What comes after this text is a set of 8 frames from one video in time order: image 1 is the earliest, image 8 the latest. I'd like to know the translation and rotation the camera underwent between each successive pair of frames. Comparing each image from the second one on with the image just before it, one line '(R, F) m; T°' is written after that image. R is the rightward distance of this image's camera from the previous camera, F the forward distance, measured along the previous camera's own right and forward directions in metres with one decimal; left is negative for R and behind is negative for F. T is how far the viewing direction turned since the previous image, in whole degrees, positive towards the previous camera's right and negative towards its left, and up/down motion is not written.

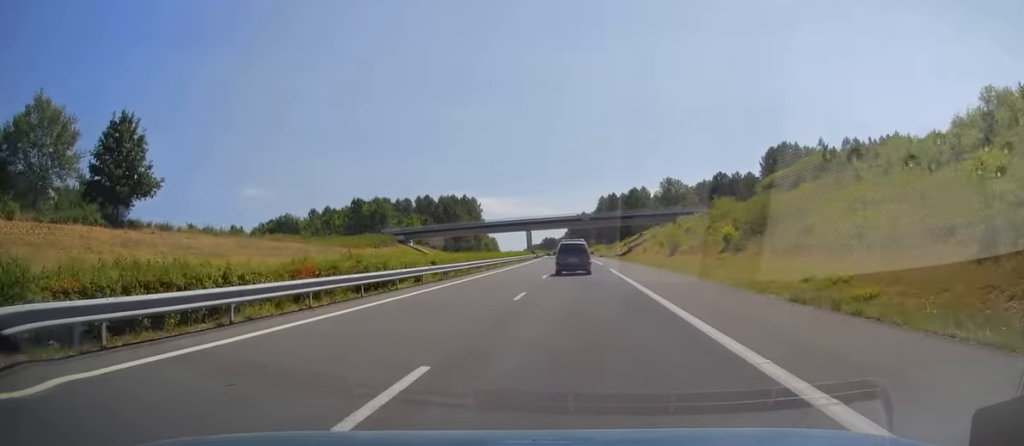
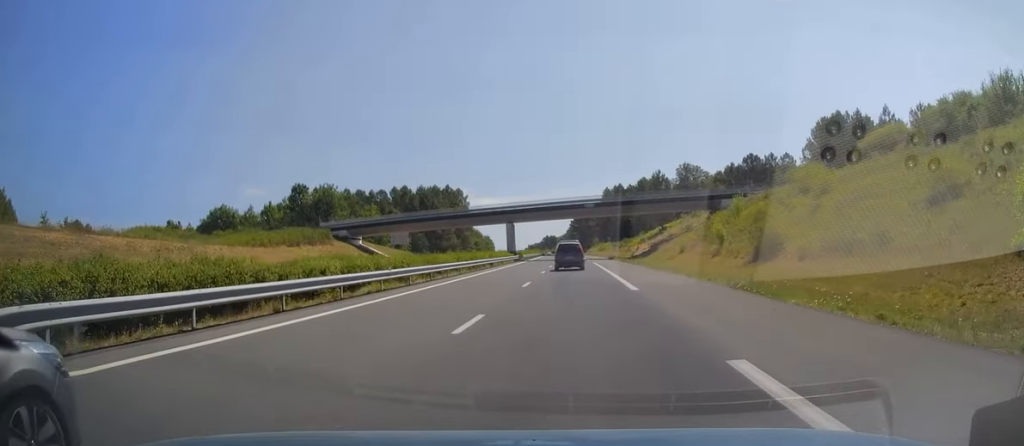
(-0.3, +33.0) m; 0°
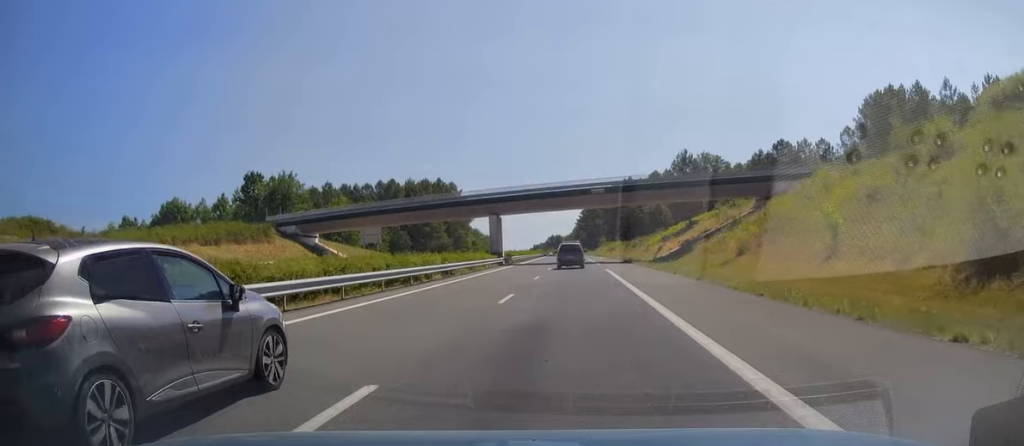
(-0.1, +20.0) m; 0°
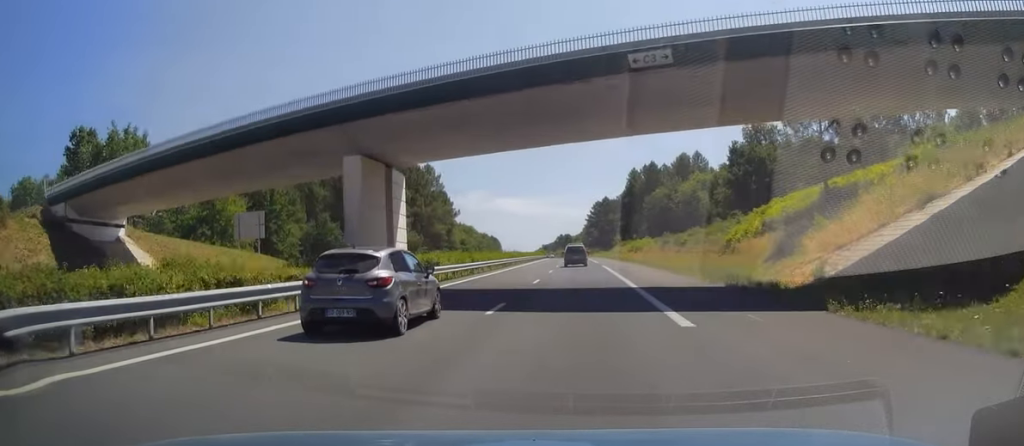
(-0.3, +41.4) m; -1°
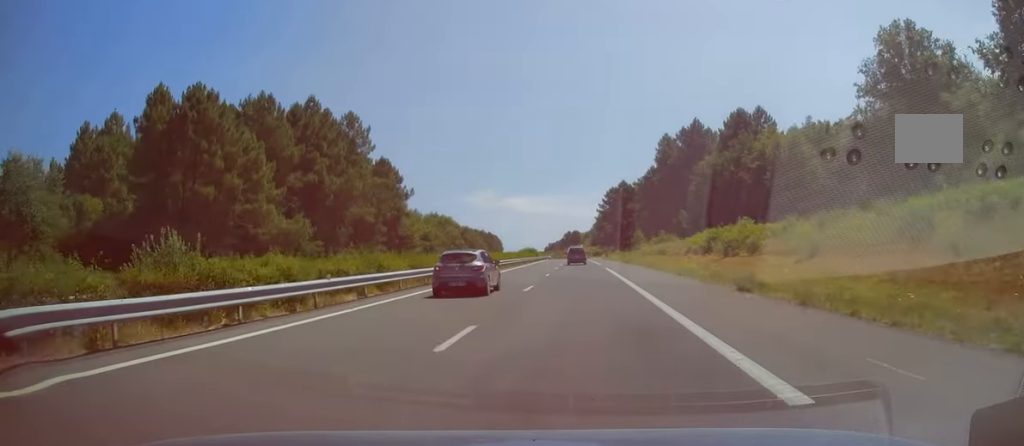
(-0.4, +56.9) m; -1°
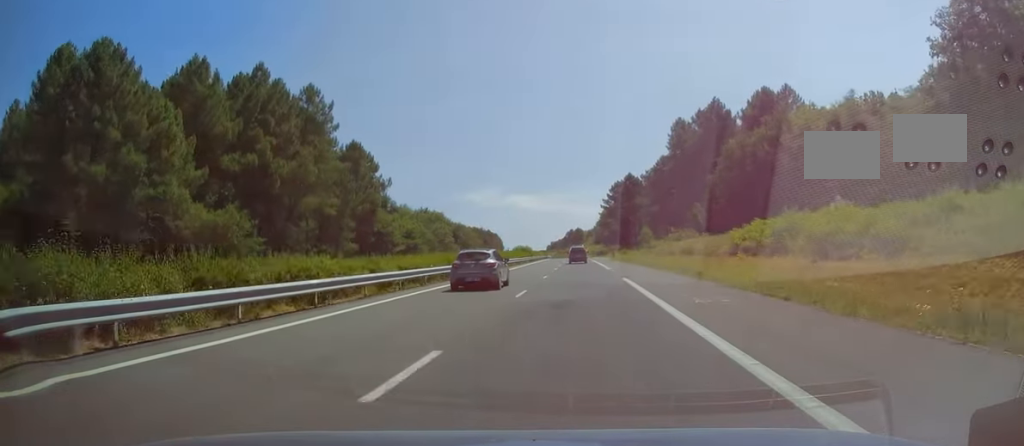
(-0.1, +16.0) m; 0°
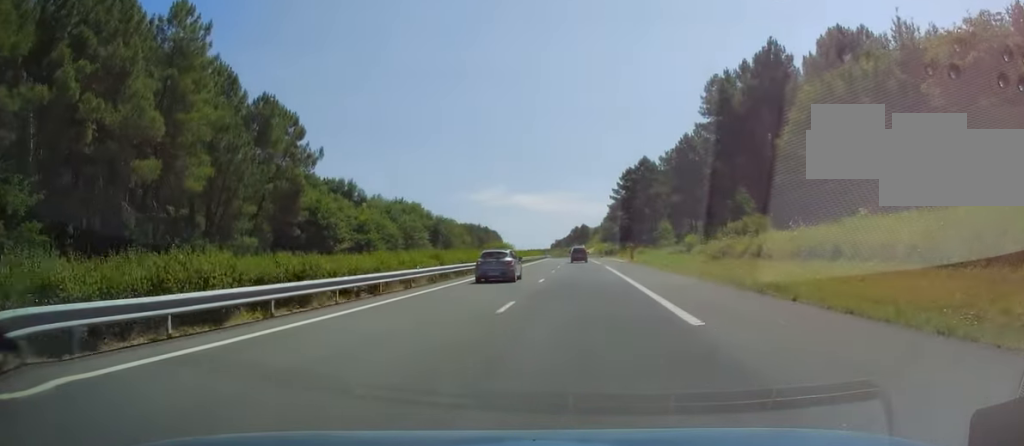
(0.0, +30.6) m; 0°
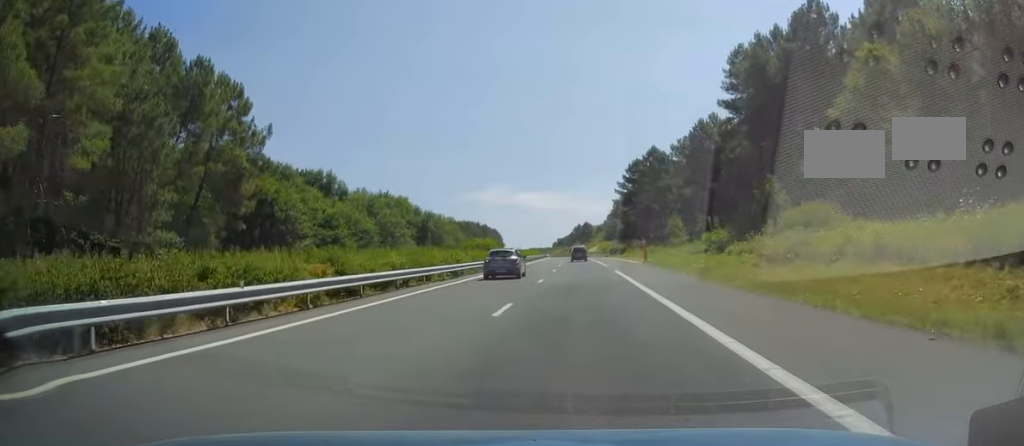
(0.0, +14.1) m; 0°
